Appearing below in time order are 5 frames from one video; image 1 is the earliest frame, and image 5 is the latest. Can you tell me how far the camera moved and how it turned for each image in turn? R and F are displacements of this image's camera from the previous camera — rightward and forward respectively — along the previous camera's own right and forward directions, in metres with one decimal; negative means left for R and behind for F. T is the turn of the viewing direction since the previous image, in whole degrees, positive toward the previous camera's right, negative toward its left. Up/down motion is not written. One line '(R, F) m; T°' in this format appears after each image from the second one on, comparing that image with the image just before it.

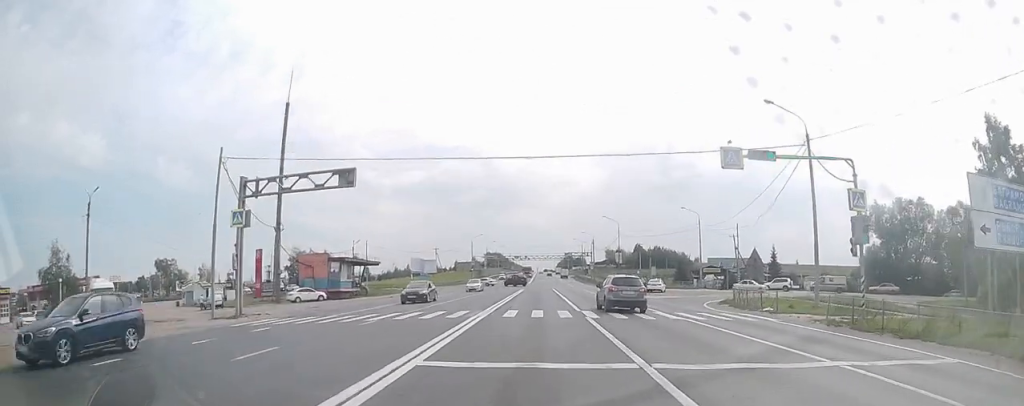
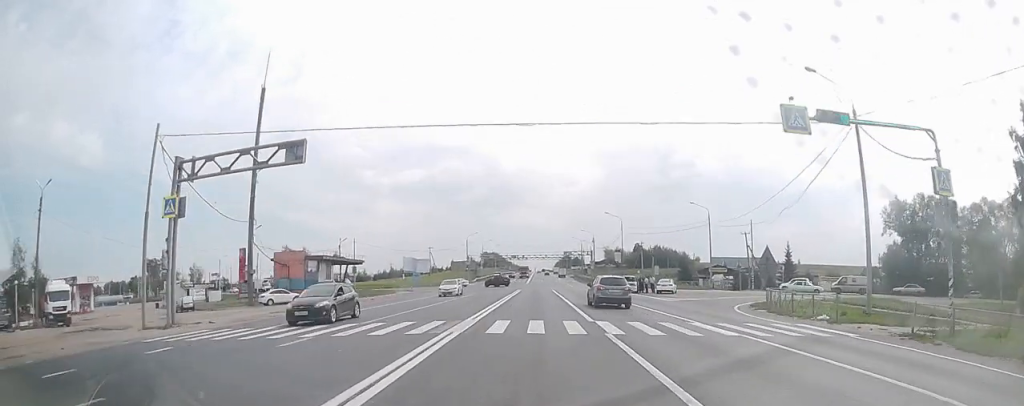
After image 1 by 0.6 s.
(0.0, +5.7) m; 0°
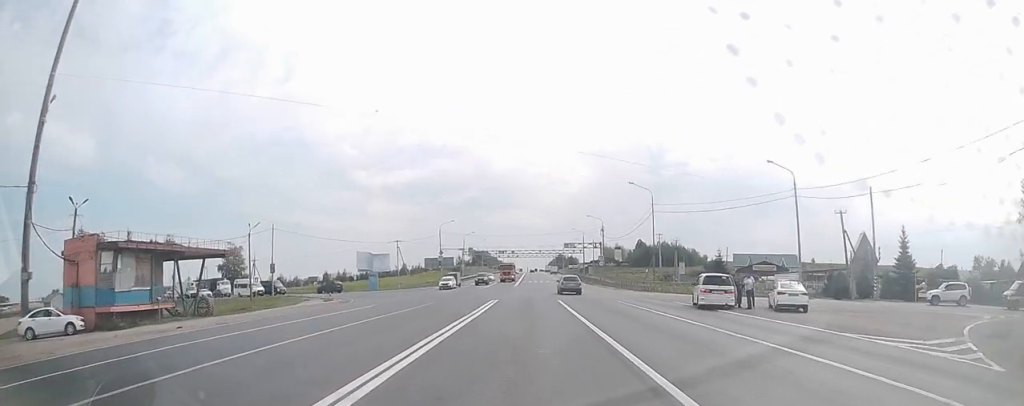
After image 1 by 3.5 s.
(-0.1, +28.0) m; -1°
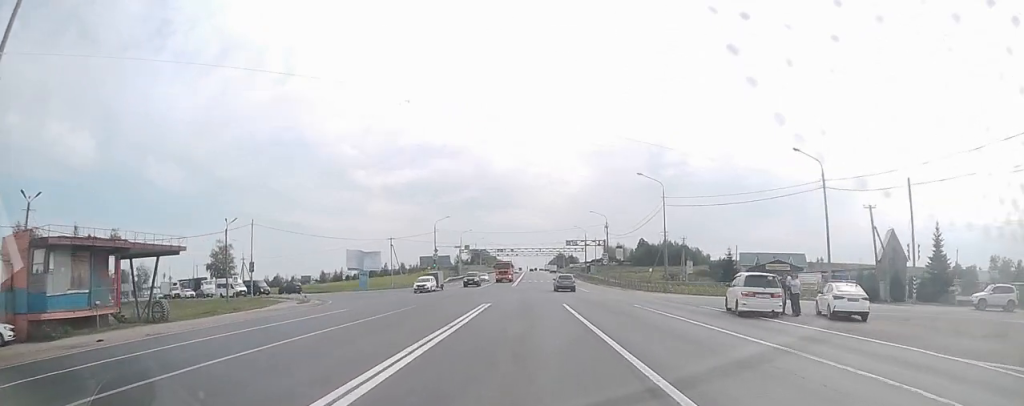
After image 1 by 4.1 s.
(+0.1, +5.3) m; +2°
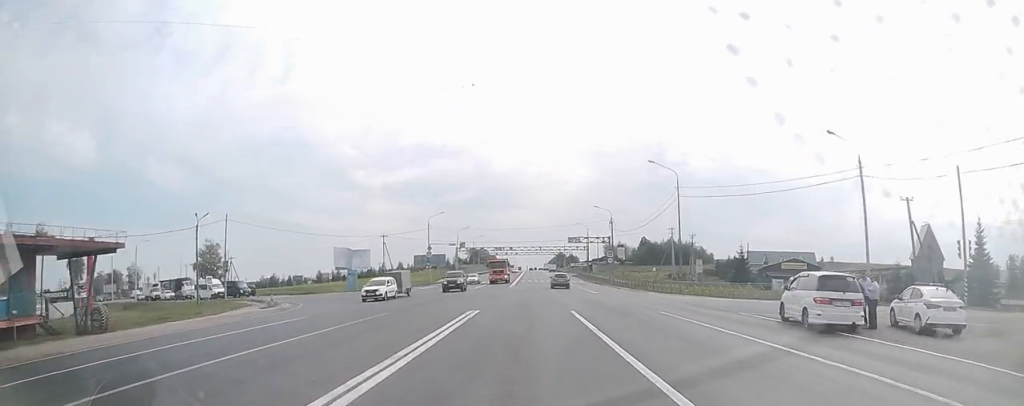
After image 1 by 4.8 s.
(+0.1, +5.8) m; +1°
